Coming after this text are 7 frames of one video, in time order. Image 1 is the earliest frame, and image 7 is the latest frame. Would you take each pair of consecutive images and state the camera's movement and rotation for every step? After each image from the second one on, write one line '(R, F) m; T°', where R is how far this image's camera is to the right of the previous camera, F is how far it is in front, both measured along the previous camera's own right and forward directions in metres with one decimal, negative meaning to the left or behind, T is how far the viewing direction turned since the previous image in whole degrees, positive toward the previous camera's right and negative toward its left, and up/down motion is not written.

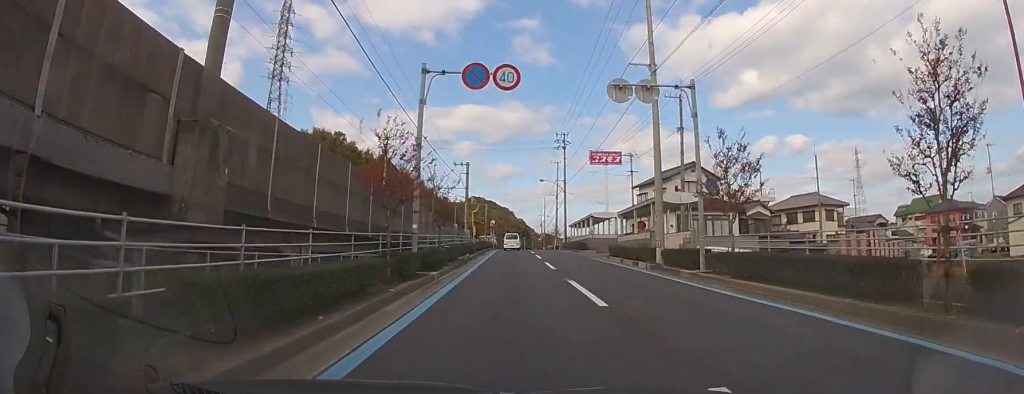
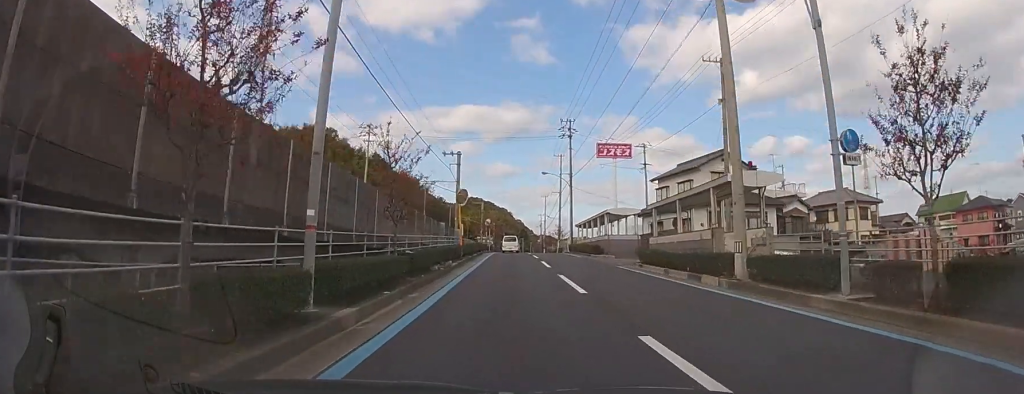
(0.0, +7.5) m; 0°
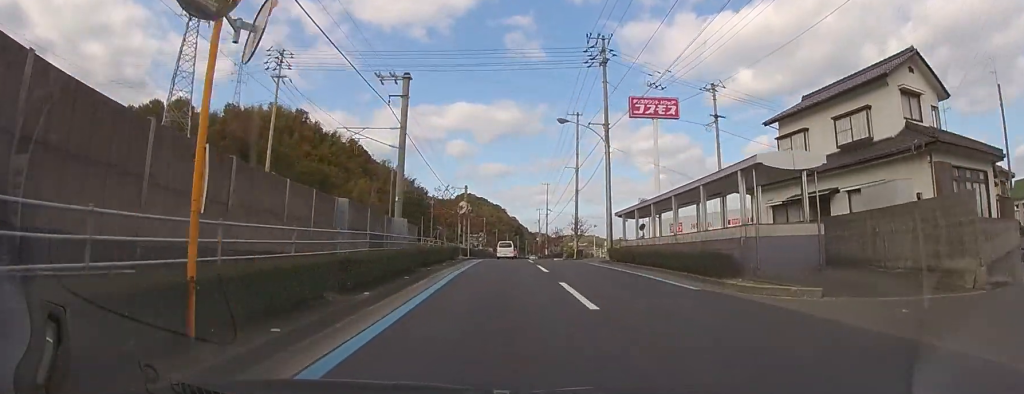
(+0.2, +23.0) m; +1°
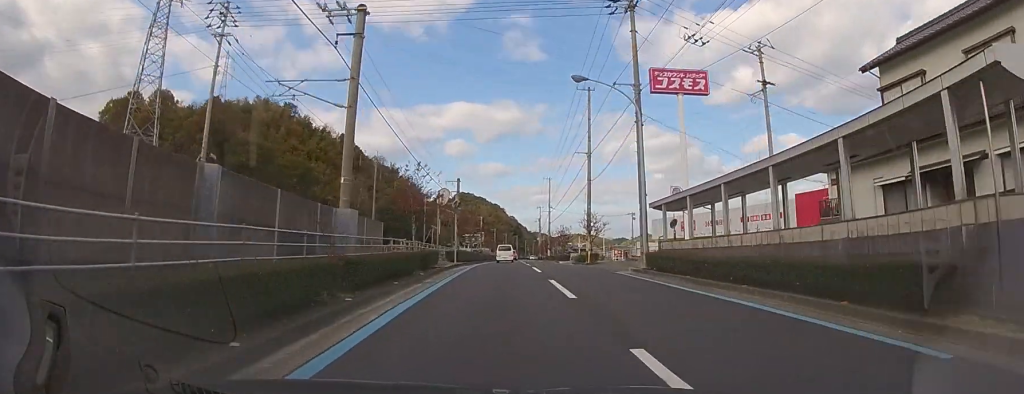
(0.0, +8.1) m; 0°
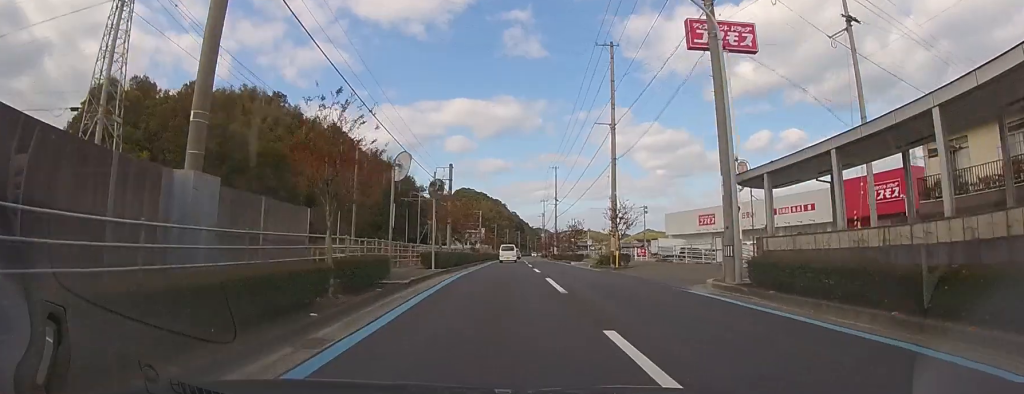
(0.0, +8.8) m; 0°
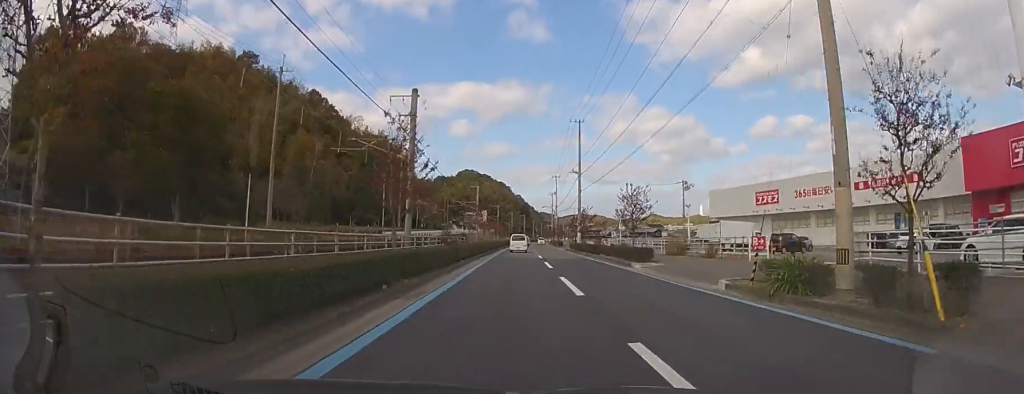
(0.0, +21.0) m; 0°
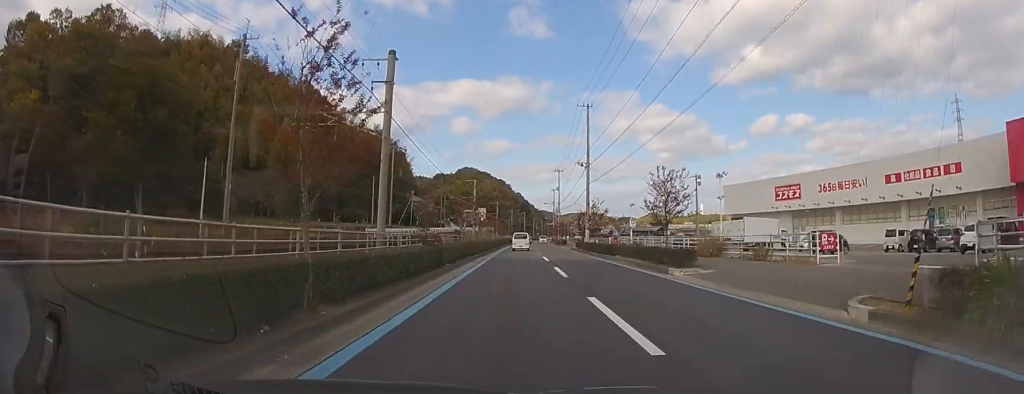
(0.0, +6.0) m; 0°
